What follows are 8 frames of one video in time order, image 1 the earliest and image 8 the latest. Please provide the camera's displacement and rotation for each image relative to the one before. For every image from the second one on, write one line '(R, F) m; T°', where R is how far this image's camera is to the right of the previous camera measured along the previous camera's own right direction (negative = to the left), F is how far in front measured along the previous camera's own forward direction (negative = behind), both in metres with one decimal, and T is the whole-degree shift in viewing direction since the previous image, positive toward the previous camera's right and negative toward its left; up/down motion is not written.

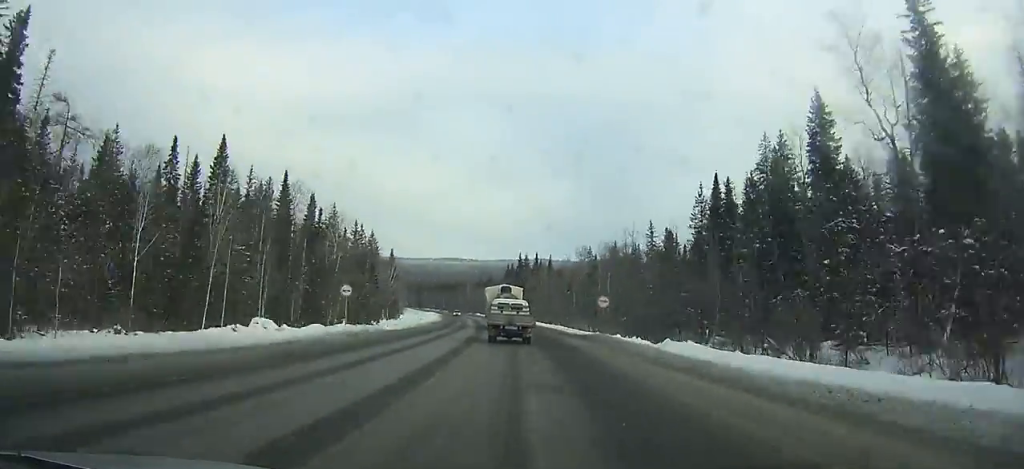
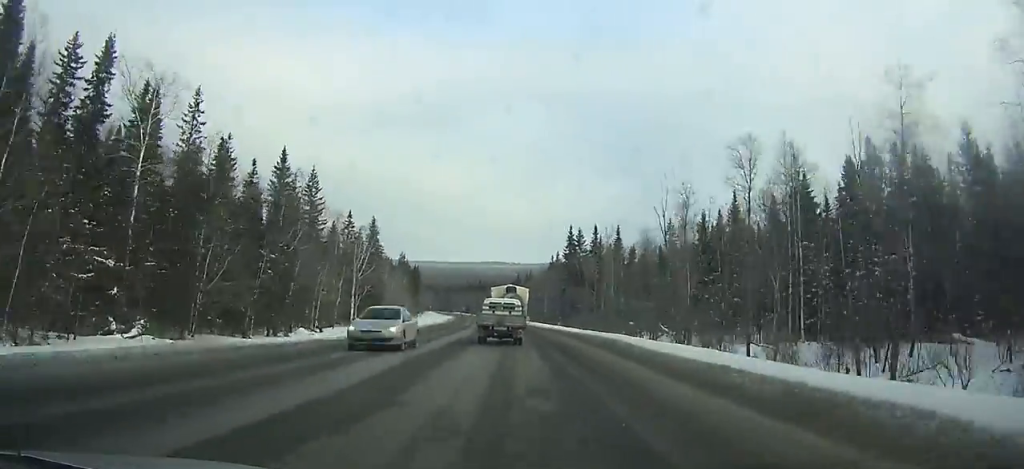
(-1.7, +53.6) m; -4°
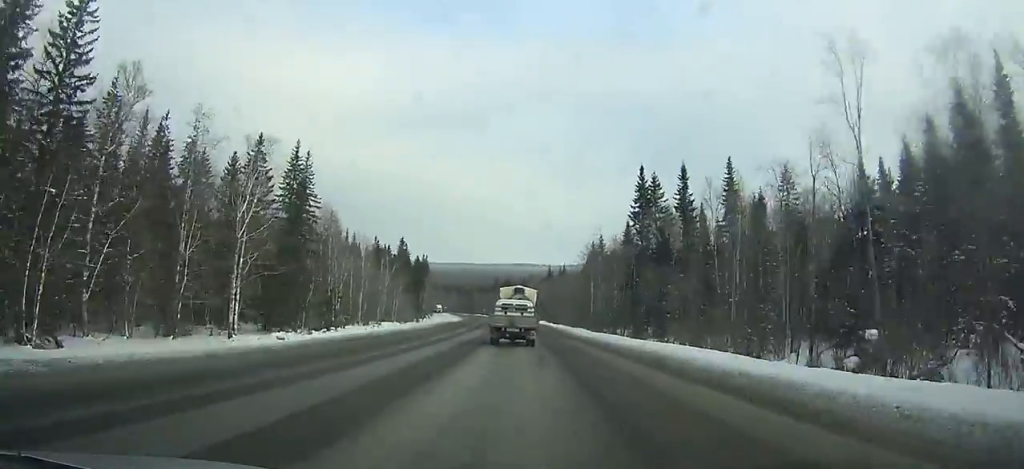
(-1.4, +44.1) m; -3°
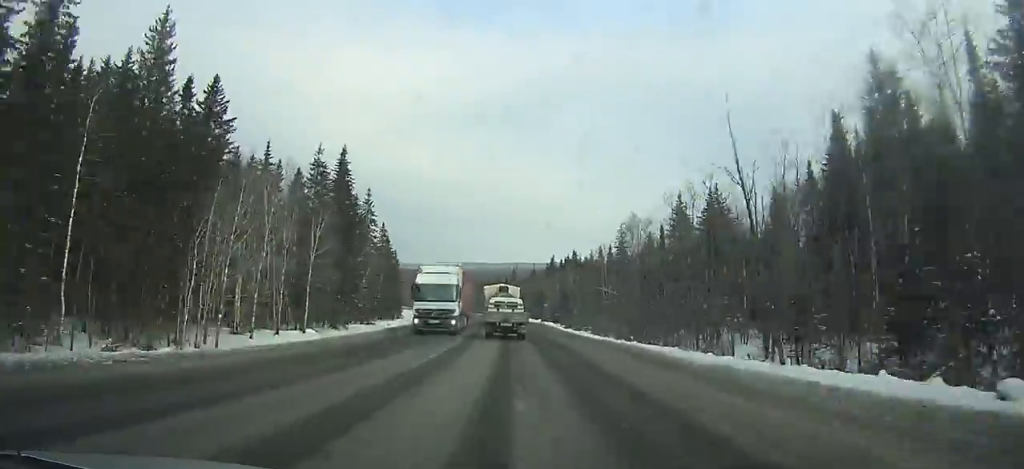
(-7.2, +128.6) m; -7°
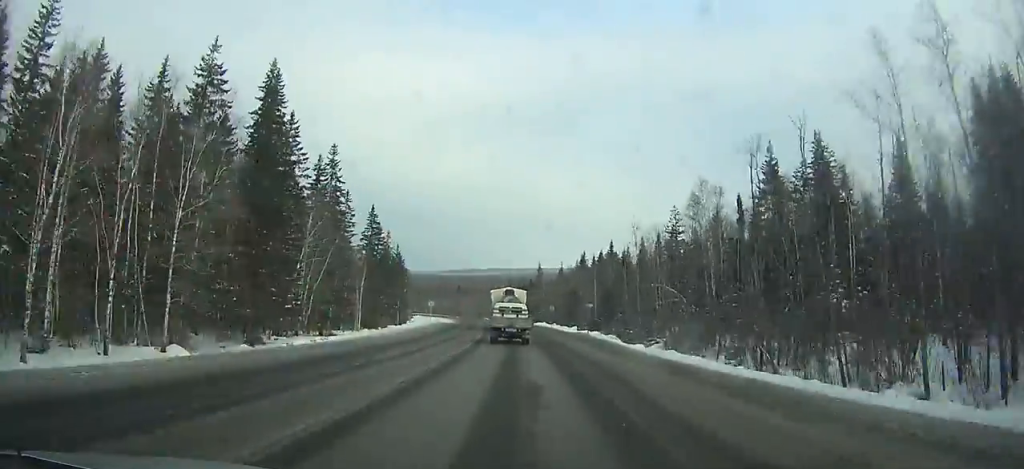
(-0.5, +25.9) m; -2°
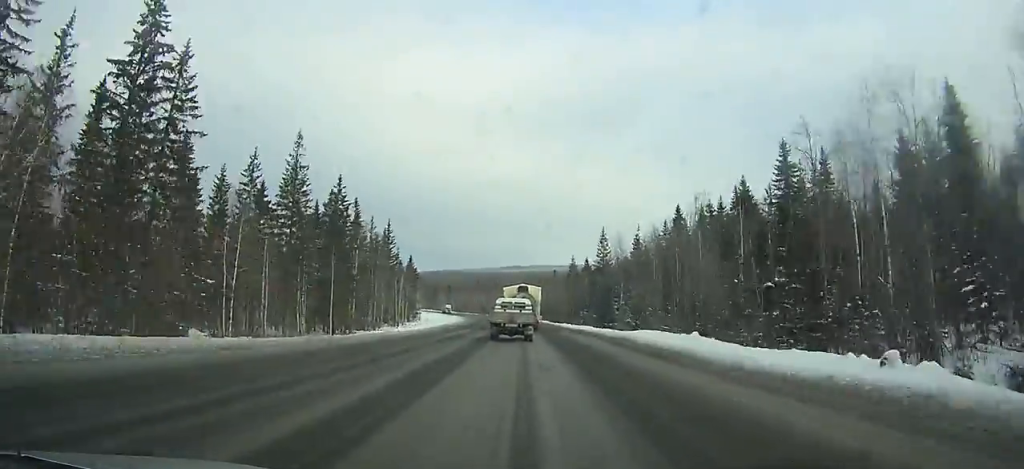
(-2.5, +66.6) m; -4°
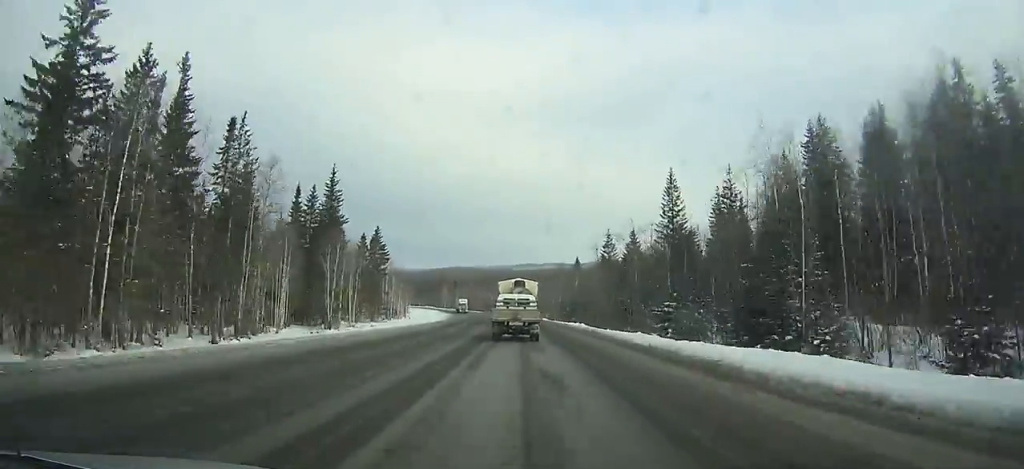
(-0.9, +45.8) m; -2°
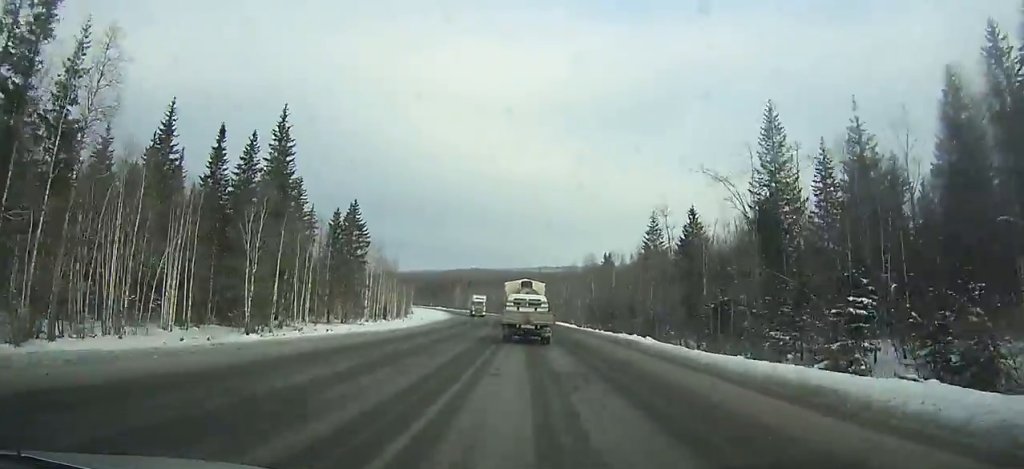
(-0.1, +25.4) m; -1°
